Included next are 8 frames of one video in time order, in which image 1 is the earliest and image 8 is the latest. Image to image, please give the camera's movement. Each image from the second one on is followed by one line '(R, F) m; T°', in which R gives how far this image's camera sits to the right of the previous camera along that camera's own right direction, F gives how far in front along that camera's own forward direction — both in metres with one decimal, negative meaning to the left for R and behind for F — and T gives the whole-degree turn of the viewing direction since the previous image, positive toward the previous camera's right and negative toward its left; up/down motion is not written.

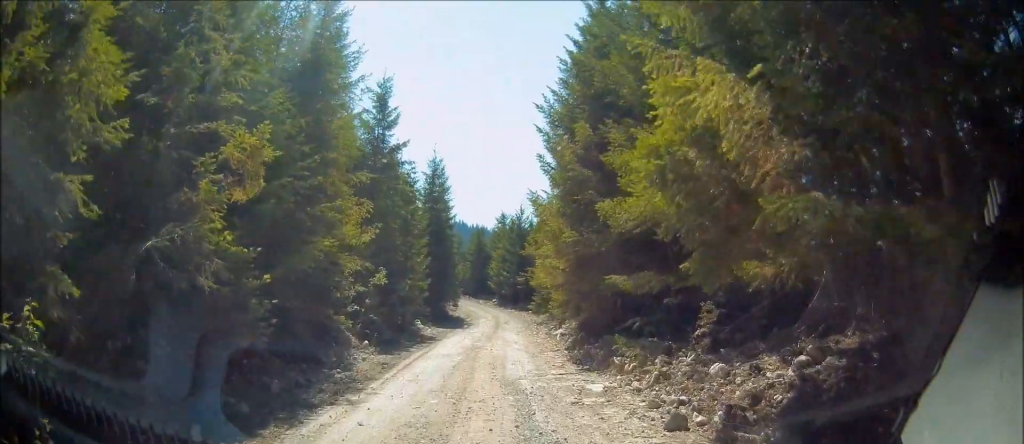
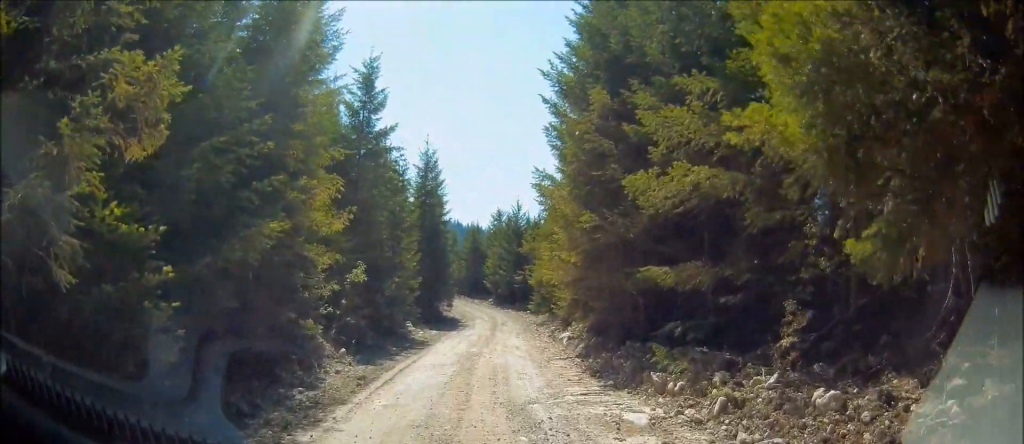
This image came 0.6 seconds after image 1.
(0.0, +2.8) m; 0°
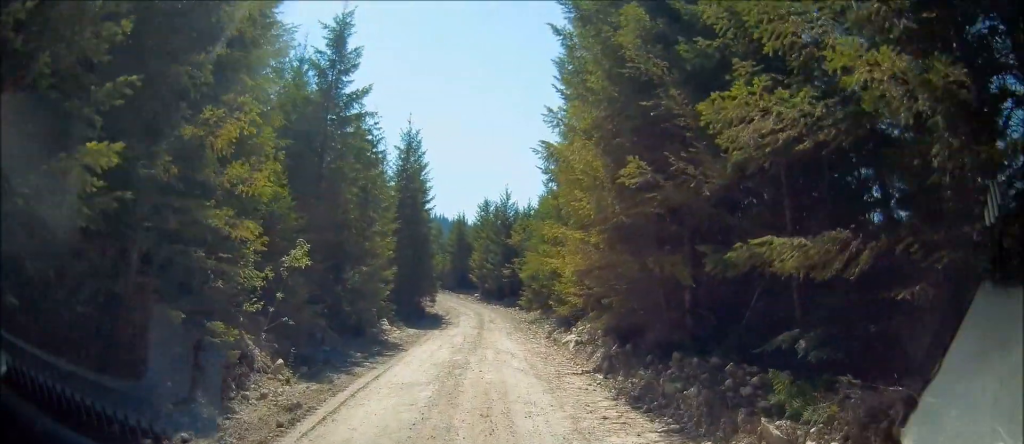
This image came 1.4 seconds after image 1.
(0.0, +4.3) m; +2°
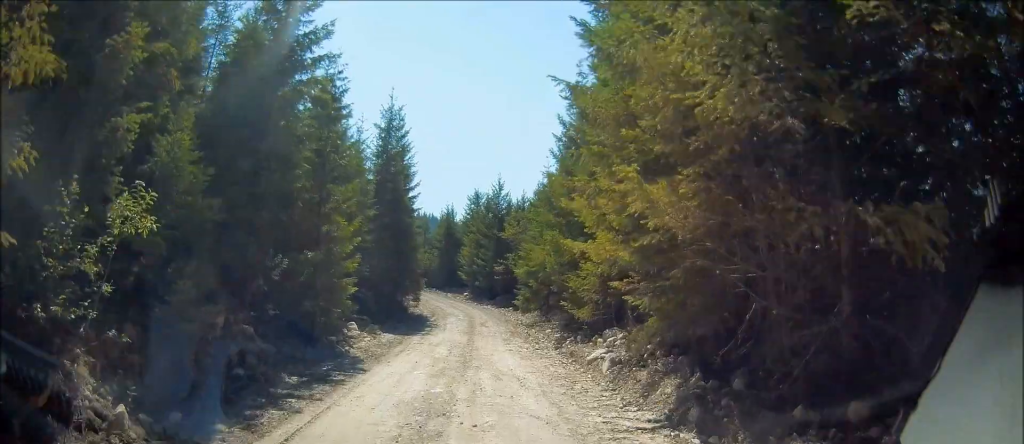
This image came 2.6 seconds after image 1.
(+0.2, +5.6) m; +6°
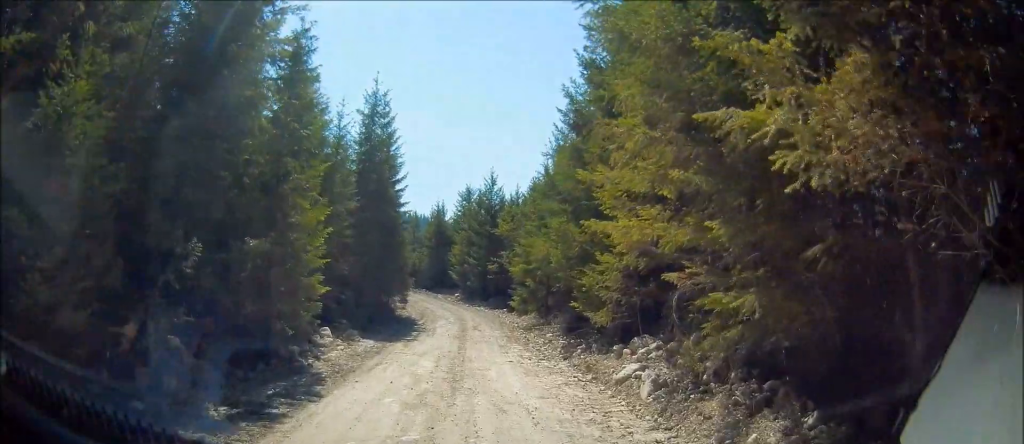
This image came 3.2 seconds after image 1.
(+0.2, +3.3) m; +2°
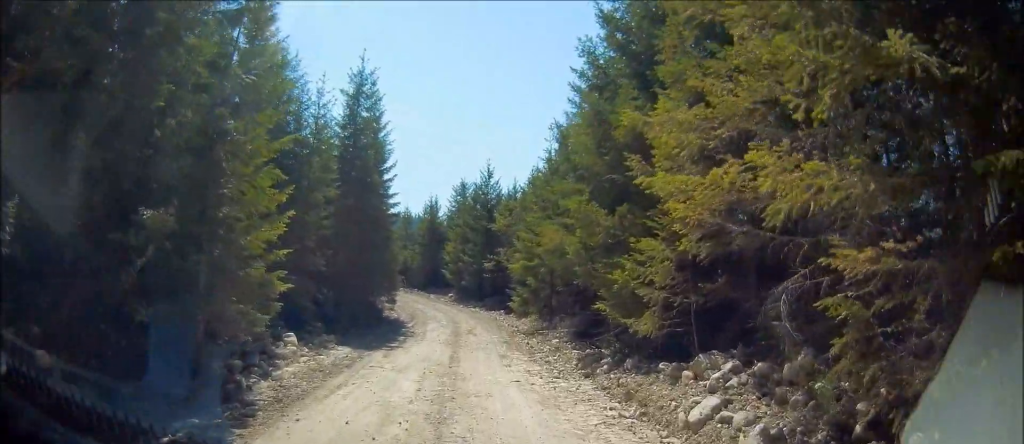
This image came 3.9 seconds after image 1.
(0.0, +3.6) m; -3°
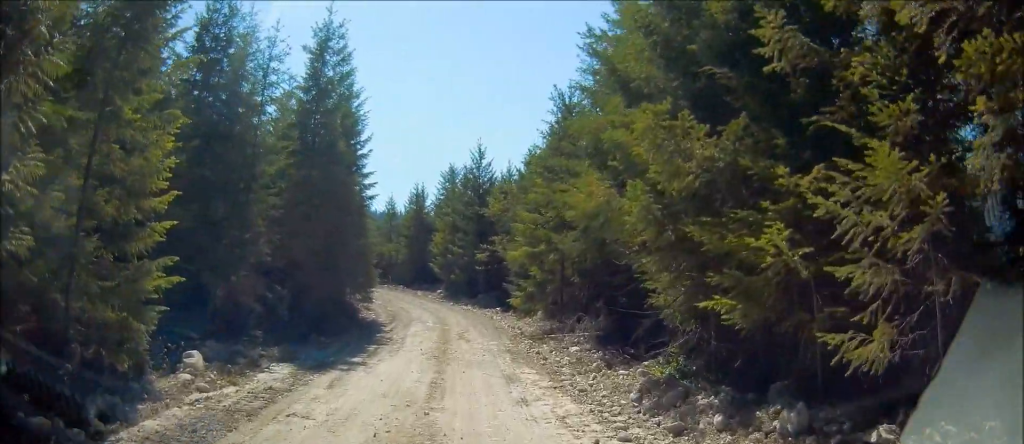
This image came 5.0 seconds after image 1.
(-0.3, +5.8) m; -2°
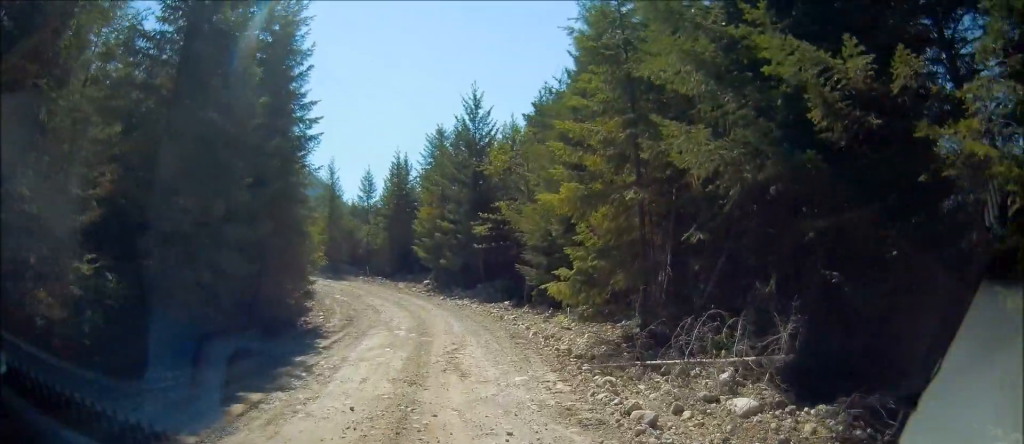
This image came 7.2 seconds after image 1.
(+0.9, +11.8) m; +1°
